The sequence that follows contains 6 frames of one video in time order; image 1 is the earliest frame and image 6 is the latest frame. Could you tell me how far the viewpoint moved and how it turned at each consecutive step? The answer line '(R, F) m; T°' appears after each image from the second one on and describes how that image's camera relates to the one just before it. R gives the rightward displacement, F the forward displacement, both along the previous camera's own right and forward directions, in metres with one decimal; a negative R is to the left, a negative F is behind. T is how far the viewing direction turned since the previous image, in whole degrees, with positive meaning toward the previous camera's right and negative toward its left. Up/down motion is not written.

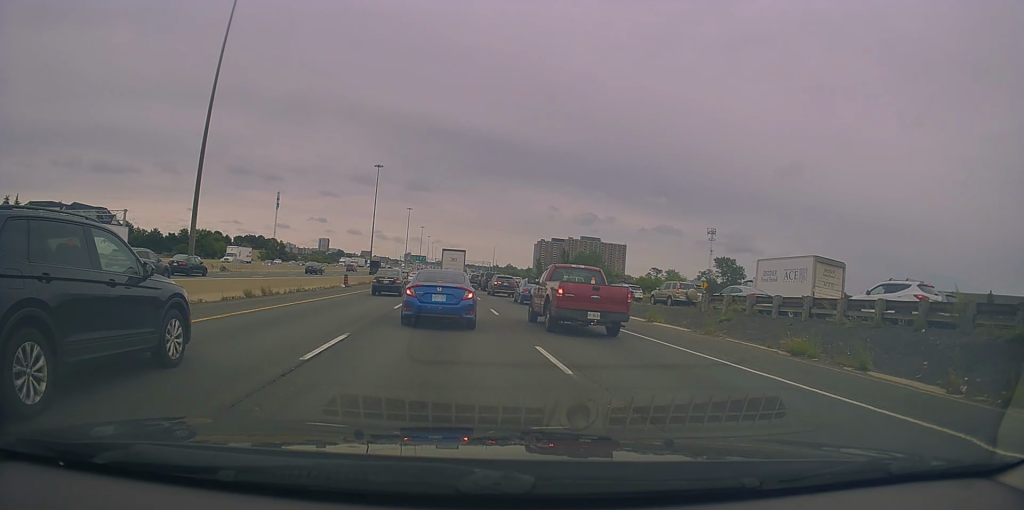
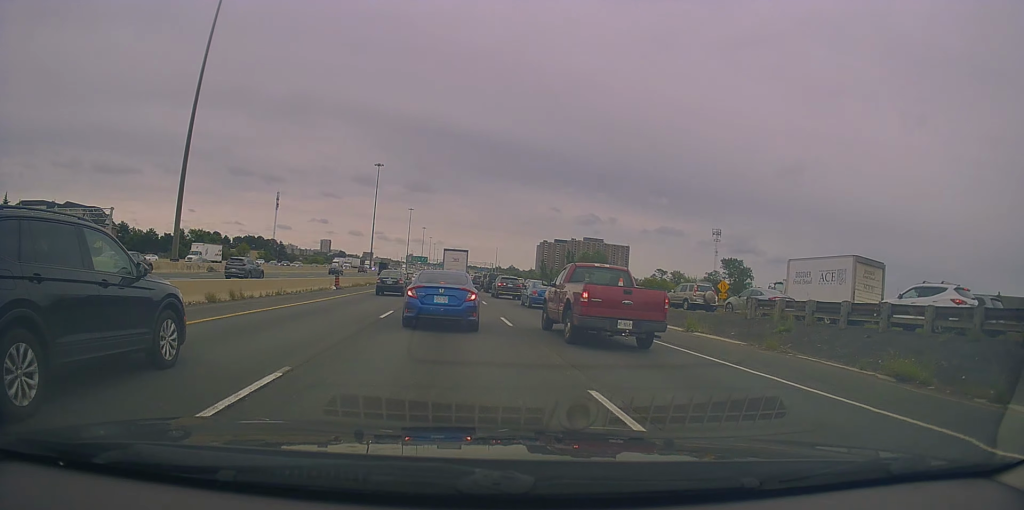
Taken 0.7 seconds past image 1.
(+0.1, +4.3) m; 0°
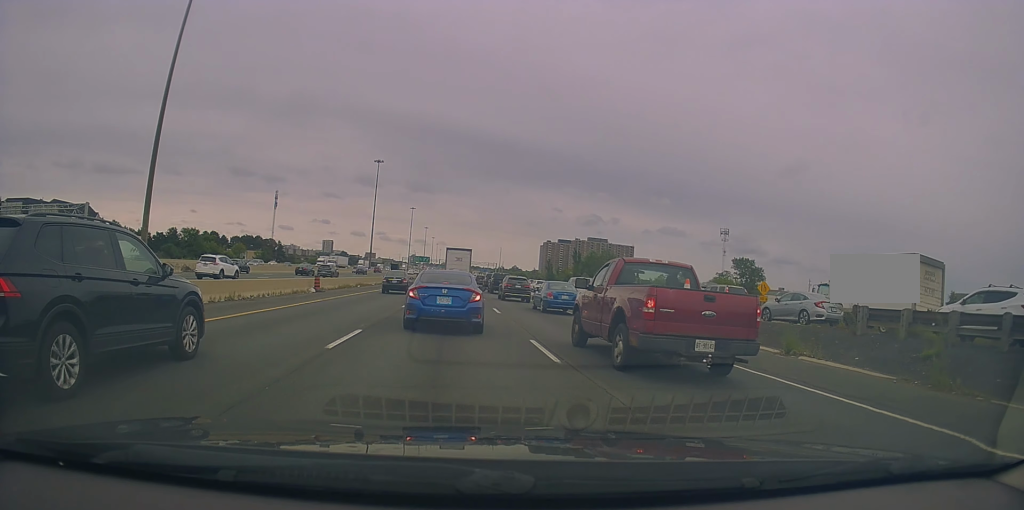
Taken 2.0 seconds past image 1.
(-0.5, +7.0) m; -4°
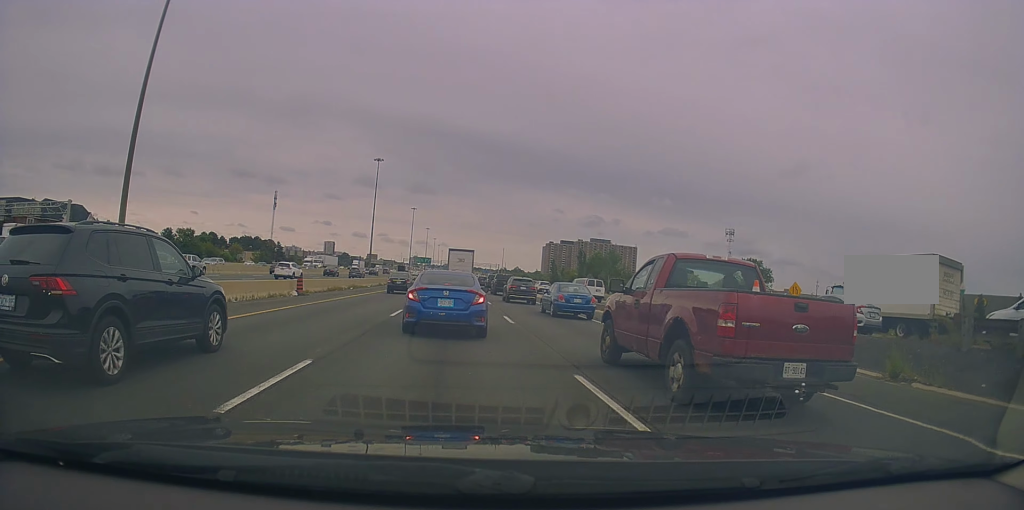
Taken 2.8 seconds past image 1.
(+0.1, +4.4) m; +3°
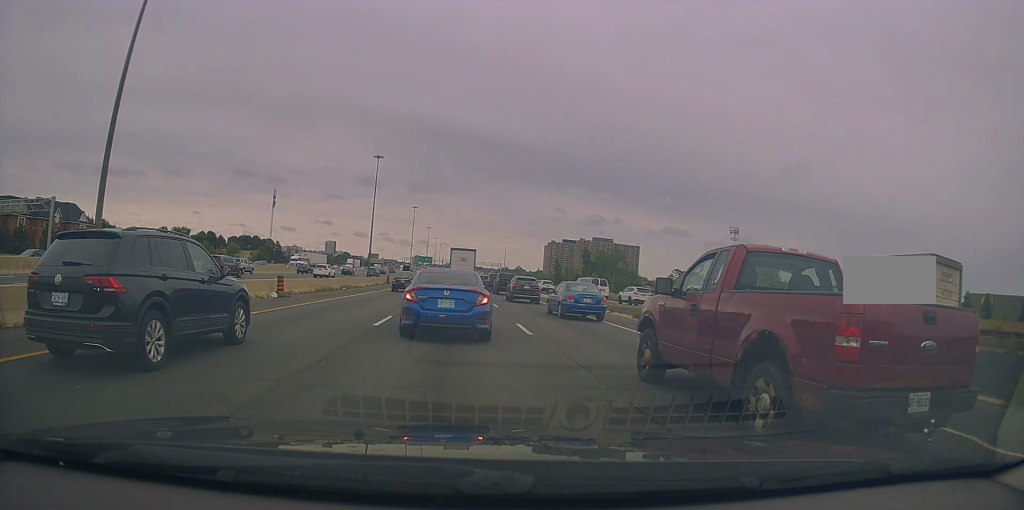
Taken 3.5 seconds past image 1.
(+0.4, +3.7) m; +2°
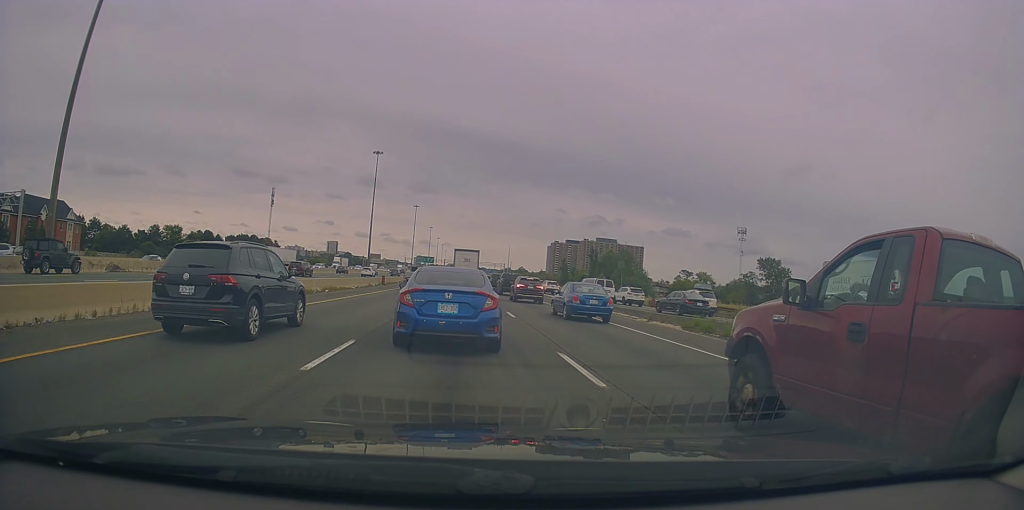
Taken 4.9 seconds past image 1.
(-0.7, +6.5) m; -3°
